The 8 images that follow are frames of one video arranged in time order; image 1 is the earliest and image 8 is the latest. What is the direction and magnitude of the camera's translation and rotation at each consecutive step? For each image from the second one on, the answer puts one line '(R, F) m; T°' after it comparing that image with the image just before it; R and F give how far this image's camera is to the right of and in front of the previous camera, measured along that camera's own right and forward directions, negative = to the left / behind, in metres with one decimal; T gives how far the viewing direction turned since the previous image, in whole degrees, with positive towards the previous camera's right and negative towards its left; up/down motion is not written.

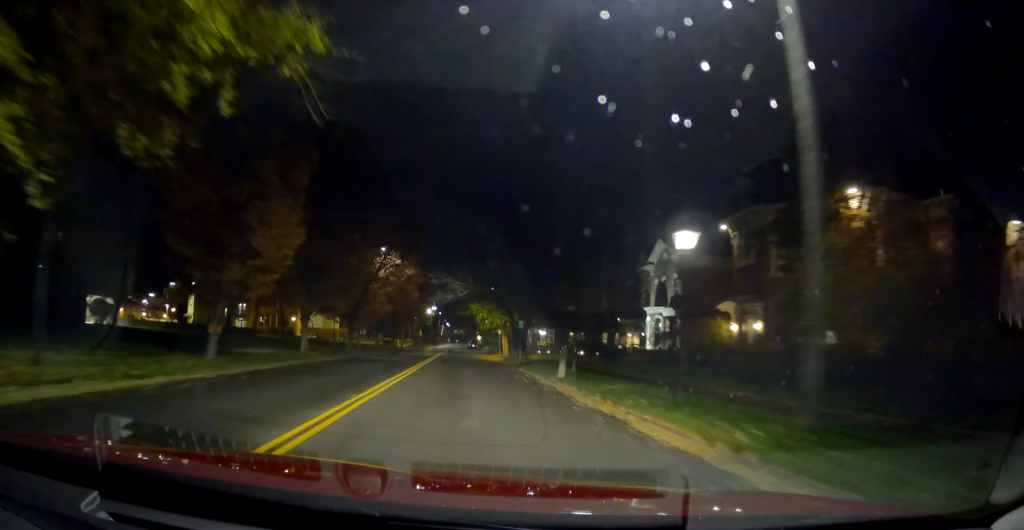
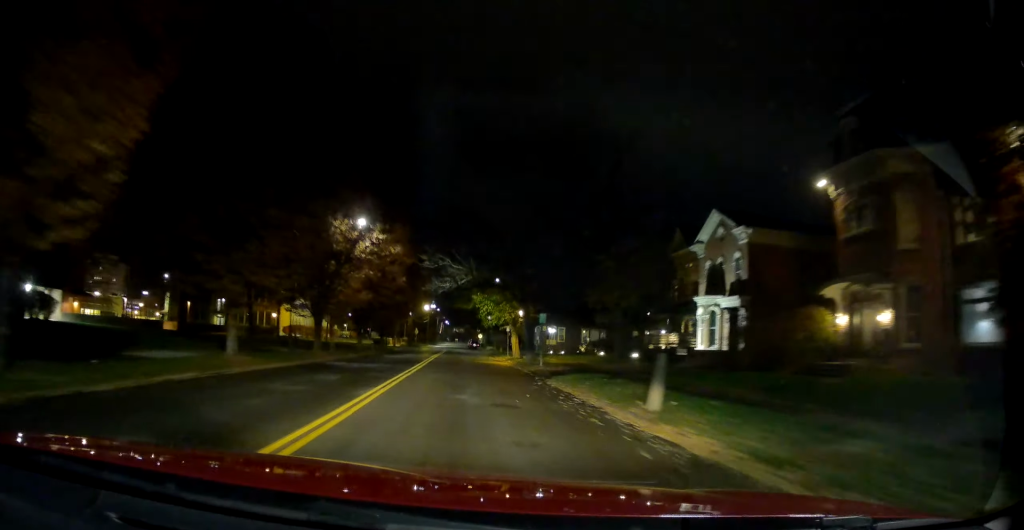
(-0.4, +11.1) m; 0°
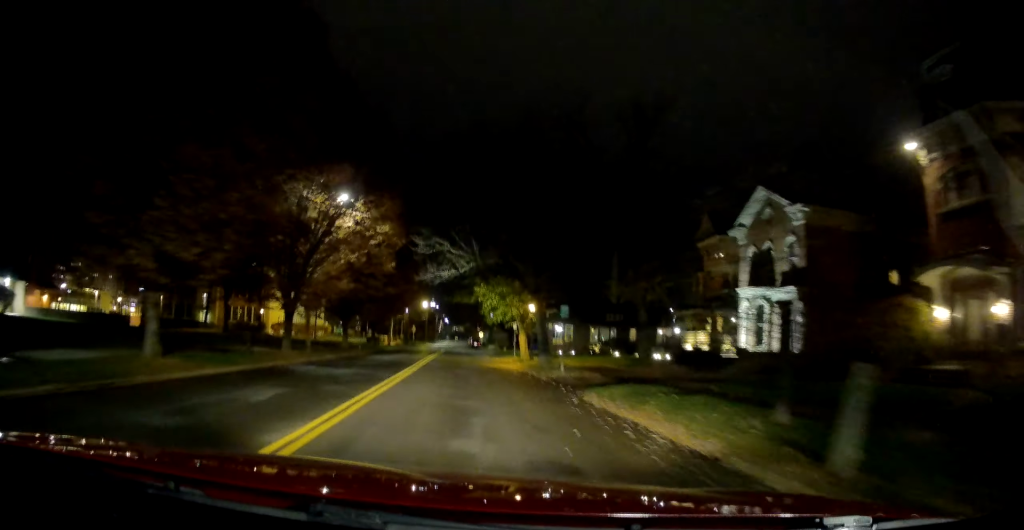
(+0.4, +6.2) m; 0°
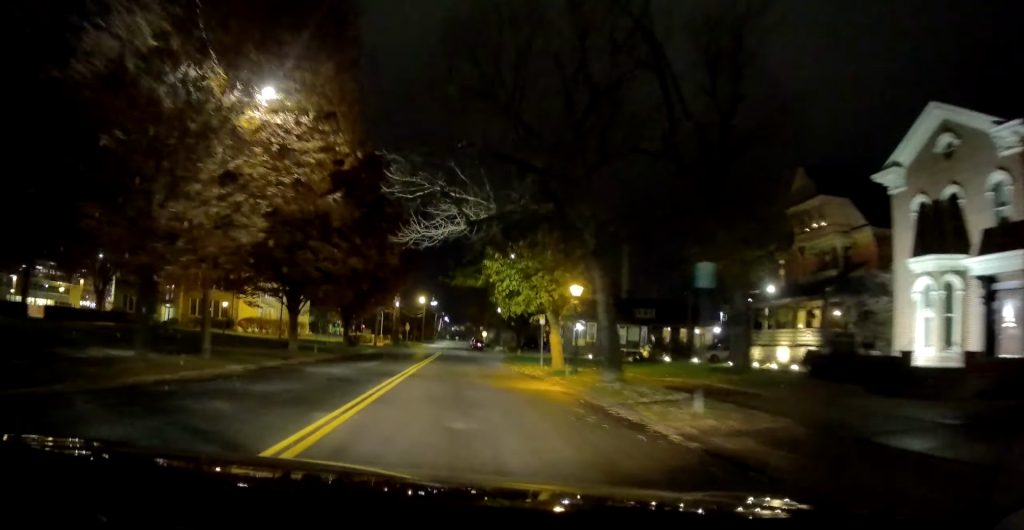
(-0.2, +14.2) m; 0°
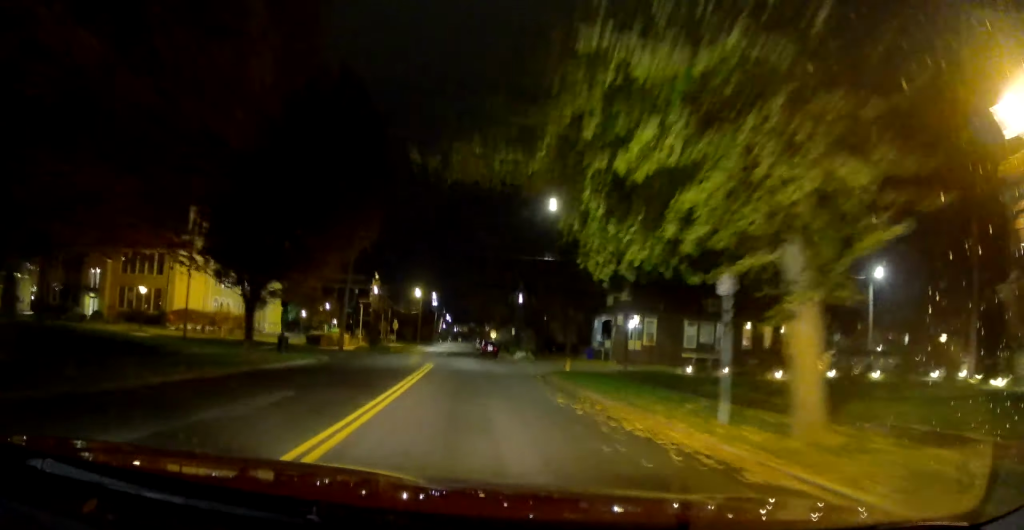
(+0.2, +21.8) m; -1°
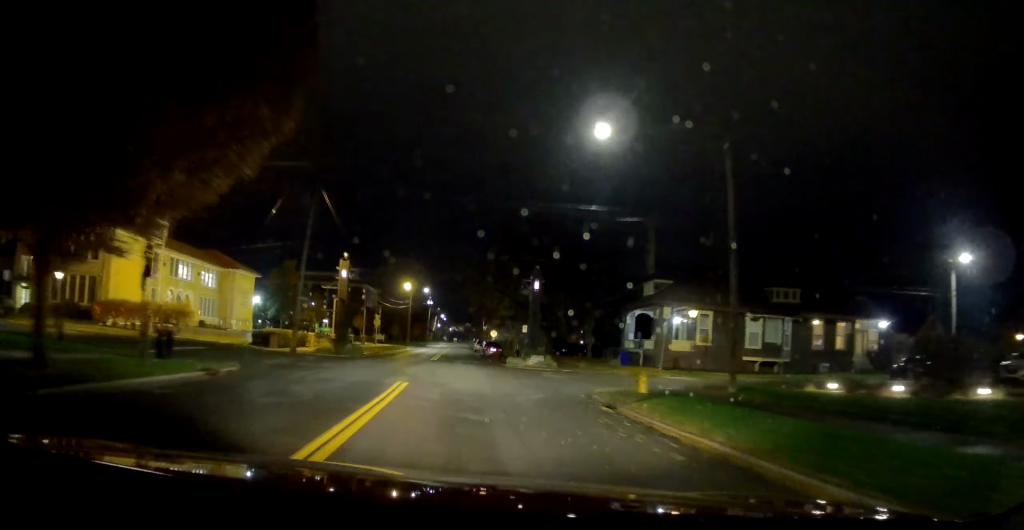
(-0.5, +13.0) m; -3°
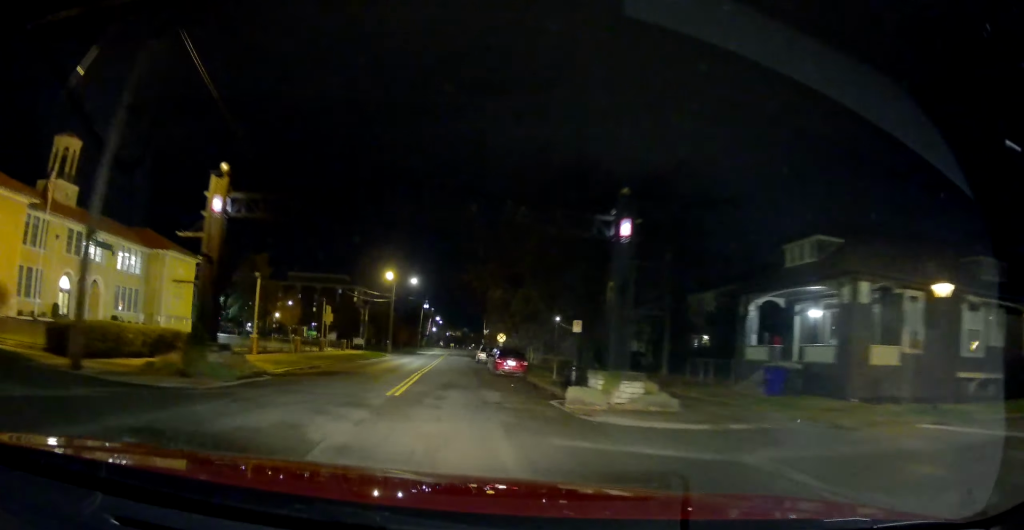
(+0.2, +20.9) m; +3°
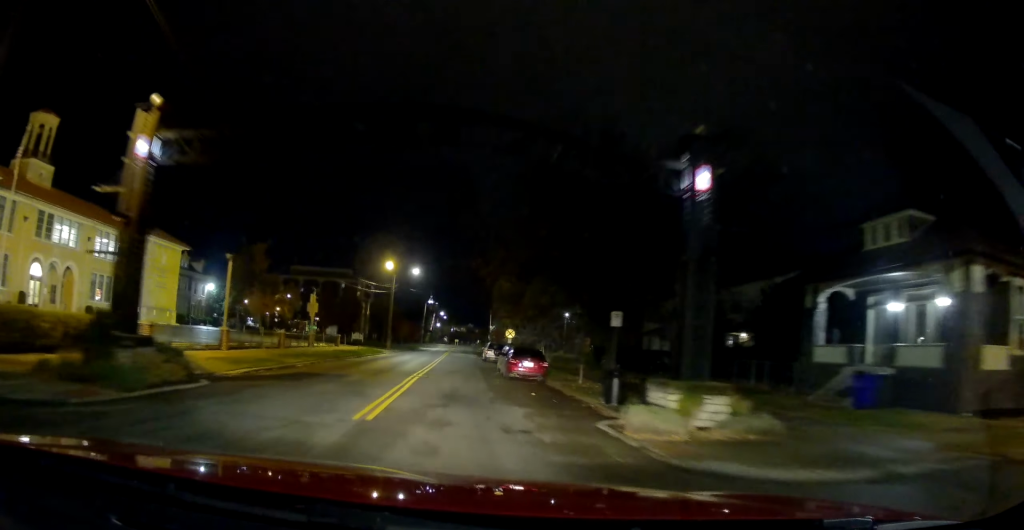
(+0.1, +5.3) m; 0°
